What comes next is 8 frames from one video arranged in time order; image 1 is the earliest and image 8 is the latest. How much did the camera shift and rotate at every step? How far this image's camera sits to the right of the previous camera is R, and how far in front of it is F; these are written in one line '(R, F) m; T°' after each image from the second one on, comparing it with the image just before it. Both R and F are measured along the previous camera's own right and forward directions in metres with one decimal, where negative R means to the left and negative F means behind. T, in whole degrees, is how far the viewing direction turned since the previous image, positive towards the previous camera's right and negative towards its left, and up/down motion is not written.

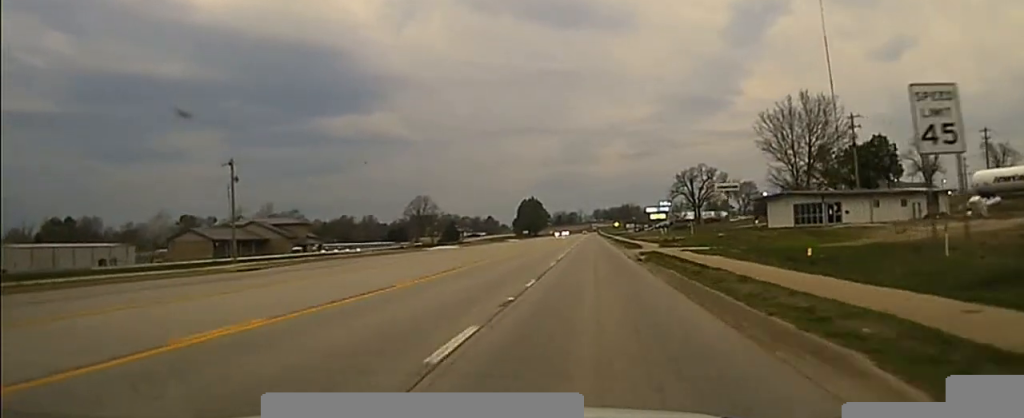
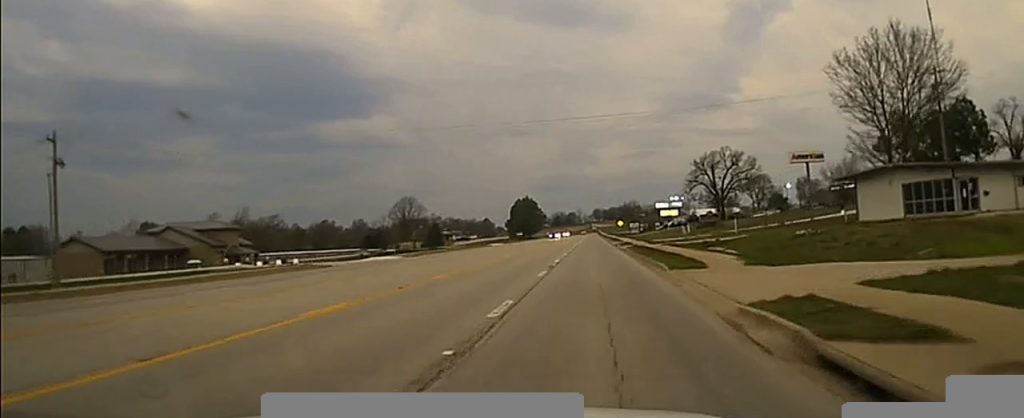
(0.0, +32.4) m; 0°
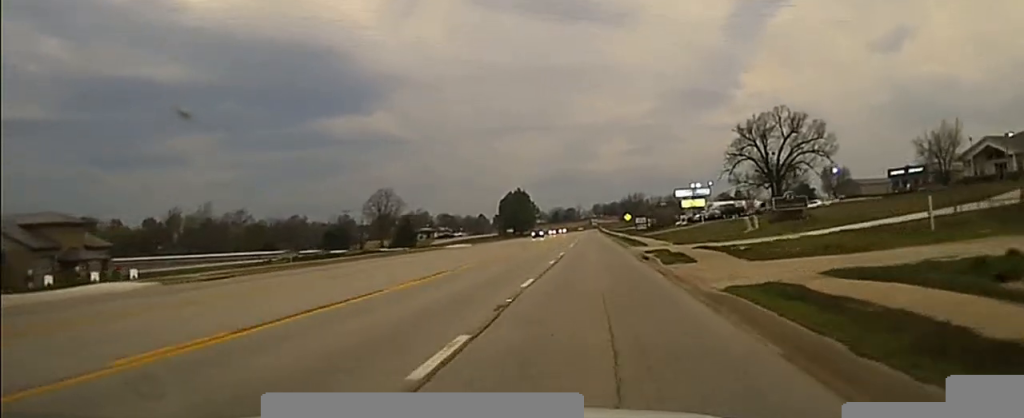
(0.0, +43.4) m; 0°
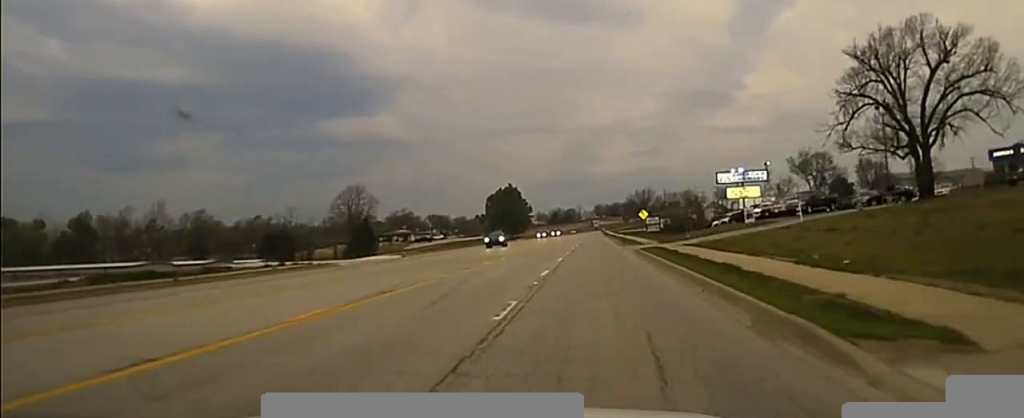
(0.0, +43.0) m; 0°
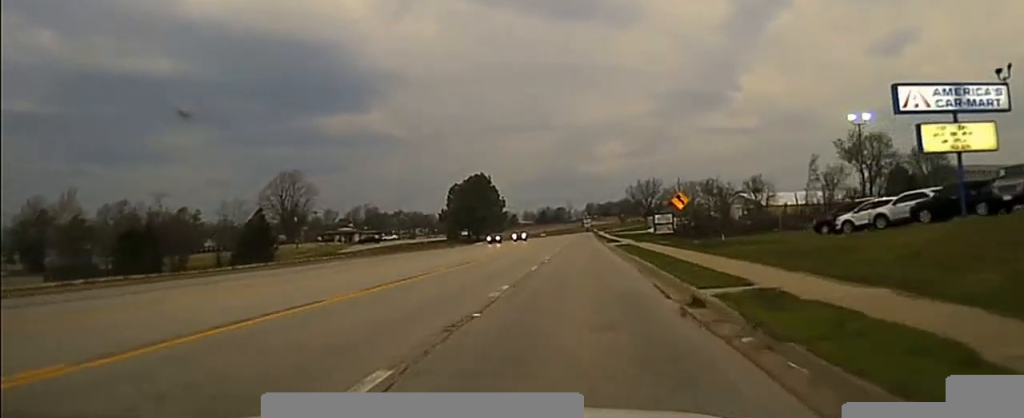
(0.0, +54.8) m; 0°
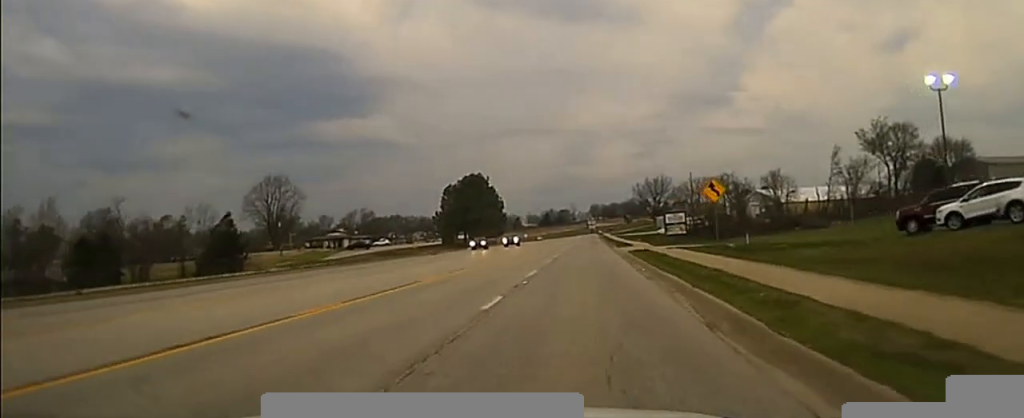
(0.0, +13.4) m; 0°
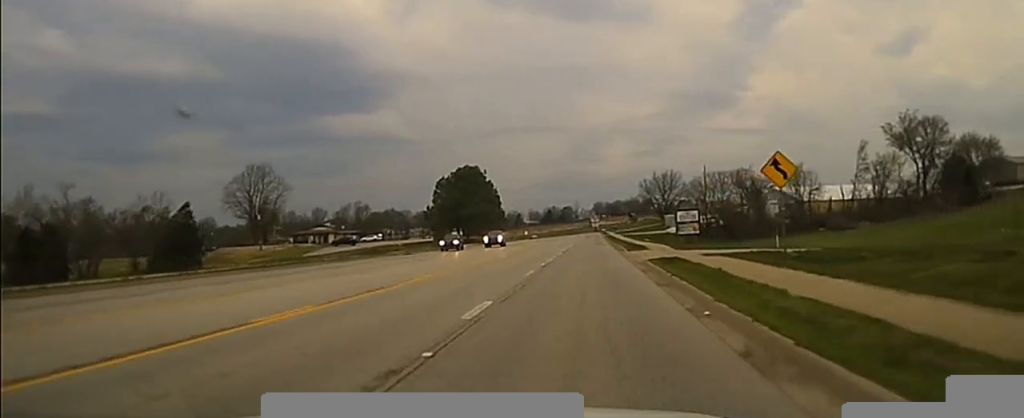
(0.0, +12.7) m; 0°
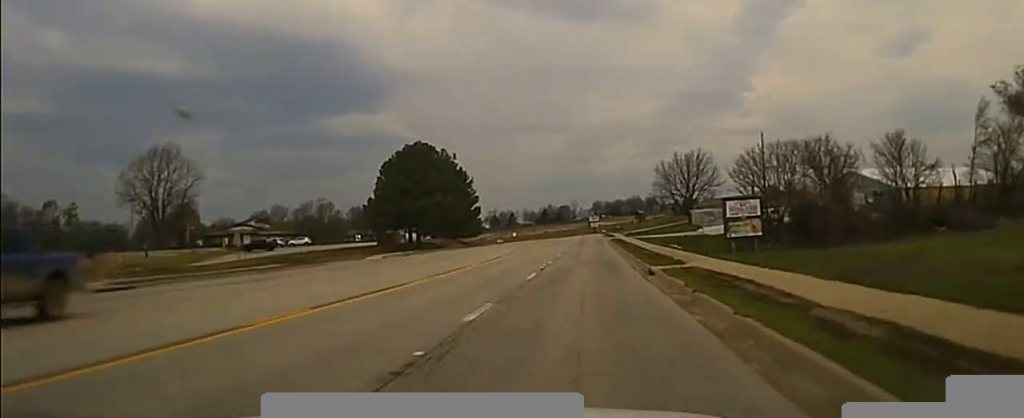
(0.0, +42.0) m; 0°
